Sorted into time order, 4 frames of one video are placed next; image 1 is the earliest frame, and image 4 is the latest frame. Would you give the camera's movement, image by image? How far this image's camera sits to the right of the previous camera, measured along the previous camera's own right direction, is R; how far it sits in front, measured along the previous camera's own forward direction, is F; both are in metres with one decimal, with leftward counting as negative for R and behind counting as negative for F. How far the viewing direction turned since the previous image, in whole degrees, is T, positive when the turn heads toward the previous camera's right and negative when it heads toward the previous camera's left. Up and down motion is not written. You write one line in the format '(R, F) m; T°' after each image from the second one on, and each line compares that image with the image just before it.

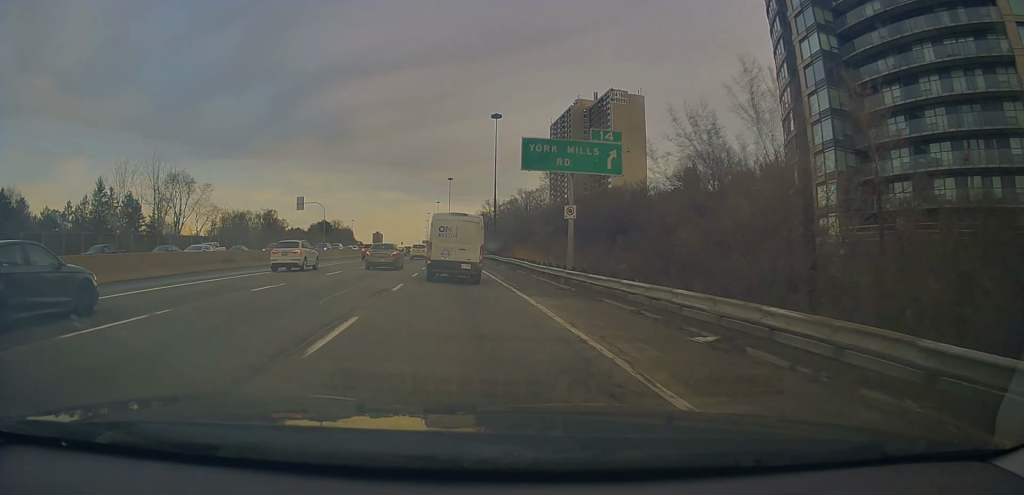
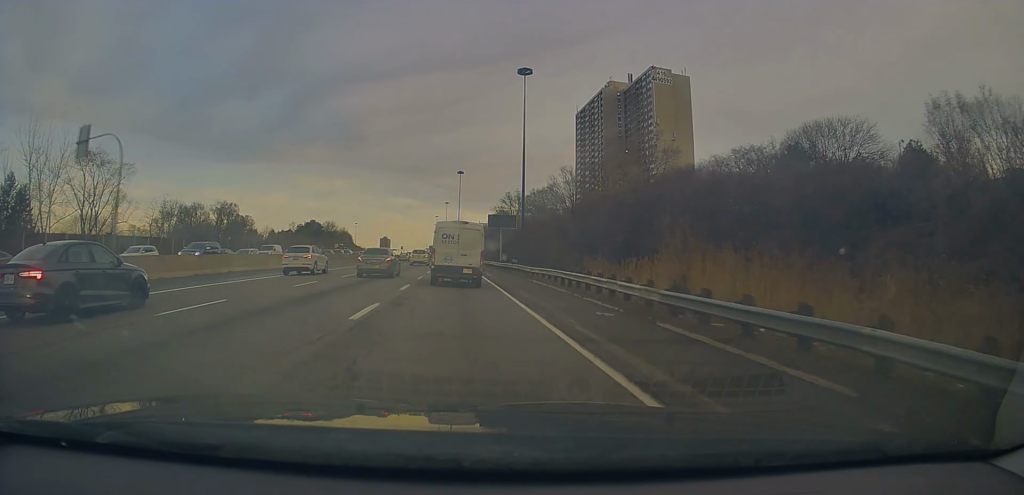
(-0.6, +40.9) m; -2°
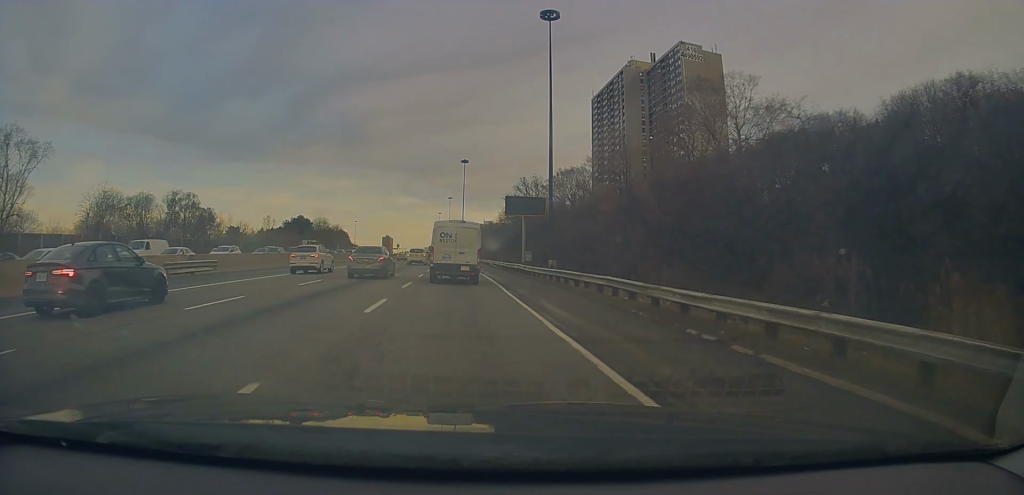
(0.0, +25.5) m; -1°
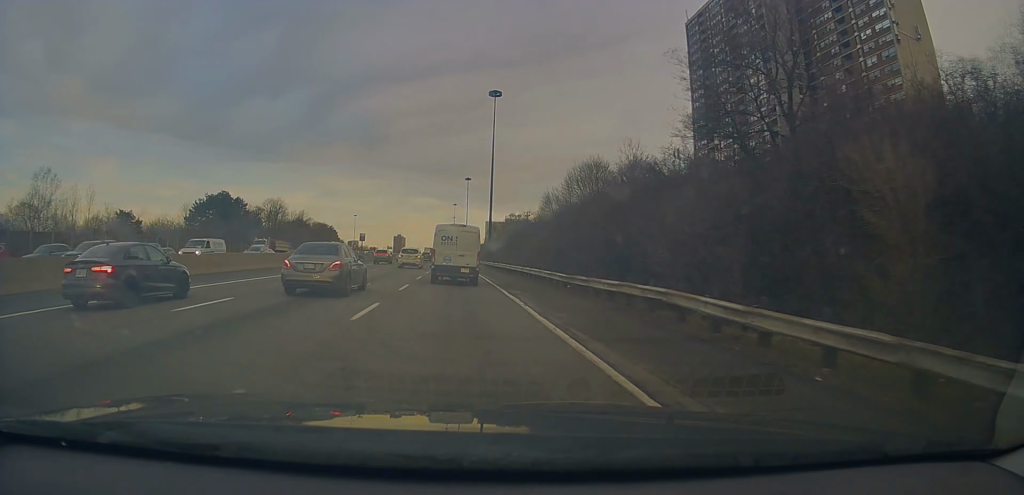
(-0.9, +89.4) m; -2°
